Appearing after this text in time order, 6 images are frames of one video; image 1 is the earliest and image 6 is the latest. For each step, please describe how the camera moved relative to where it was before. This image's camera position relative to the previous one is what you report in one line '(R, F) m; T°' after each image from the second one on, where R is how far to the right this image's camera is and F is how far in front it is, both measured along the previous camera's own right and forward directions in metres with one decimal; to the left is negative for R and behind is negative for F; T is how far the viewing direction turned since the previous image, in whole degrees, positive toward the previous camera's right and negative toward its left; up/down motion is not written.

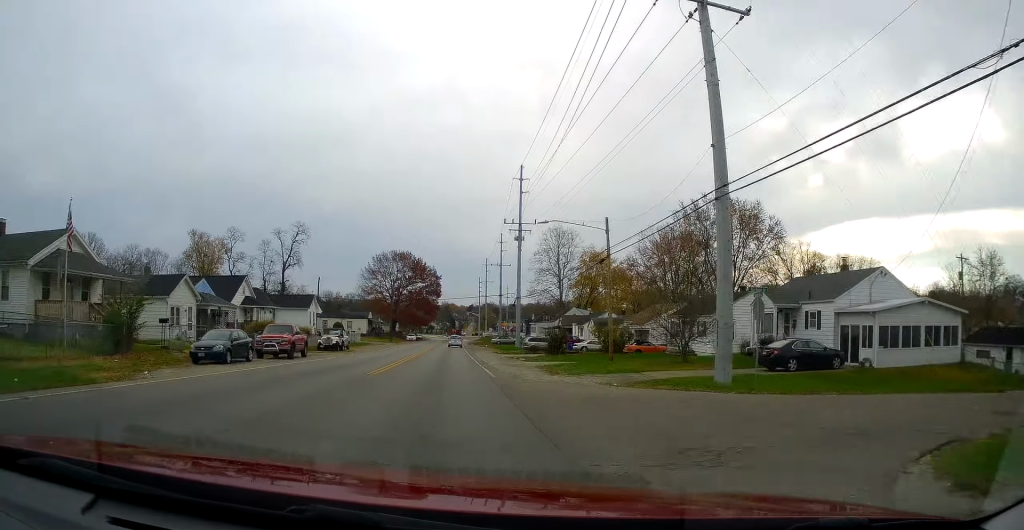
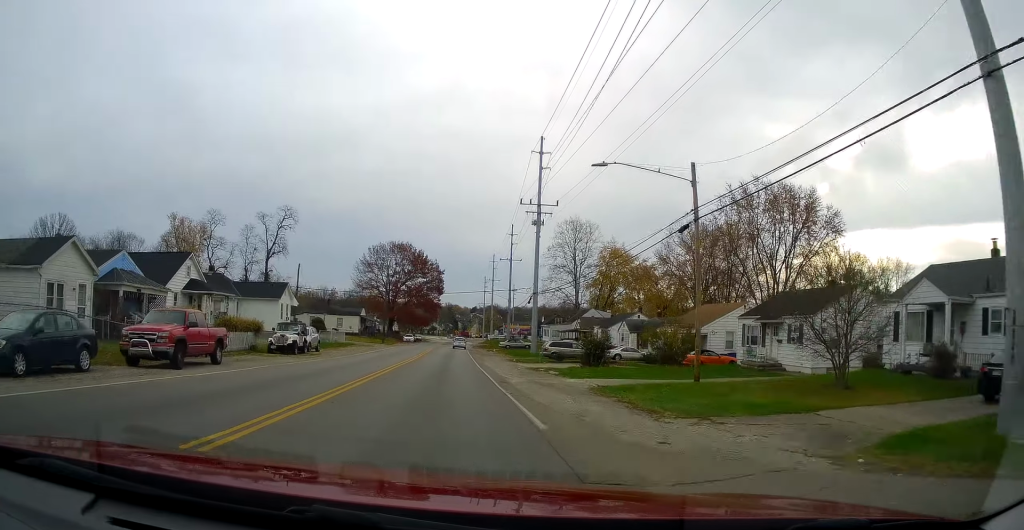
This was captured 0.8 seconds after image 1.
(+0.2, +13.0) m; +2°
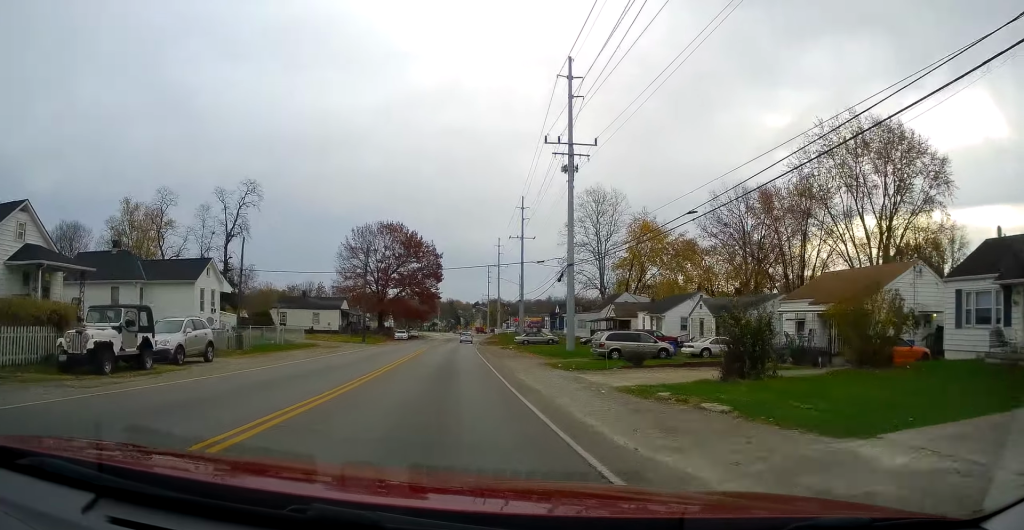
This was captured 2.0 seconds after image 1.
(+0.4, +19.4) m; +1°
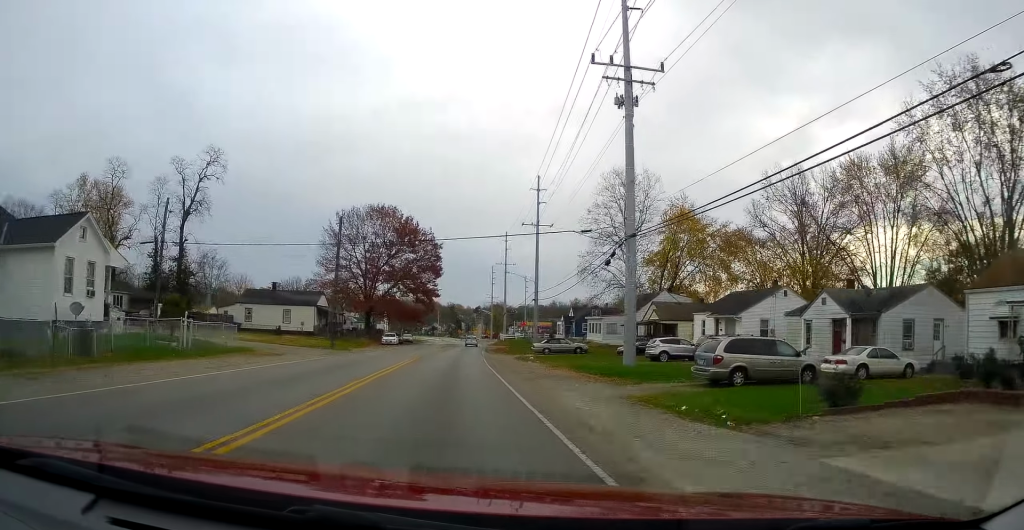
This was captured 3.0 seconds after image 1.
(0.0, +15.5) m; -1°
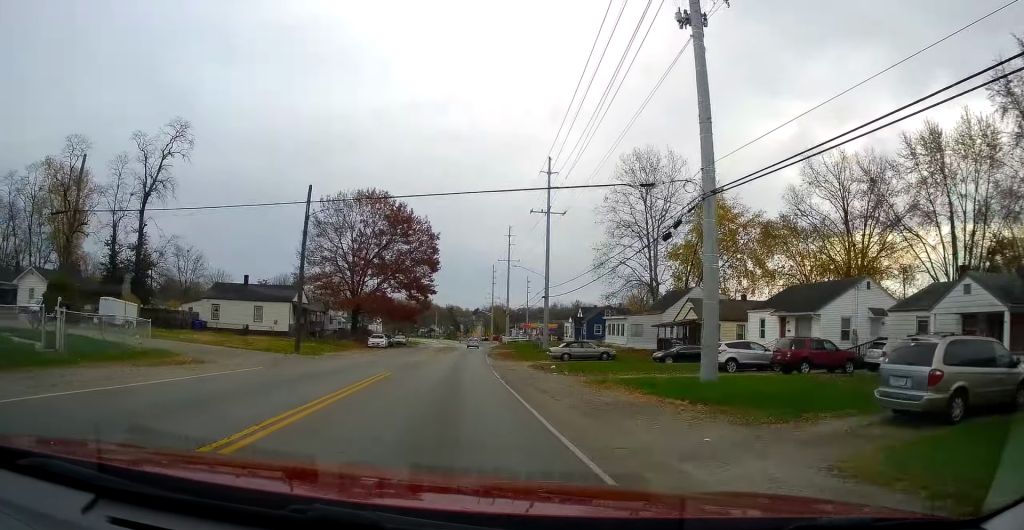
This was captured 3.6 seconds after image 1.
(-0.1, +10.1) m; -1°
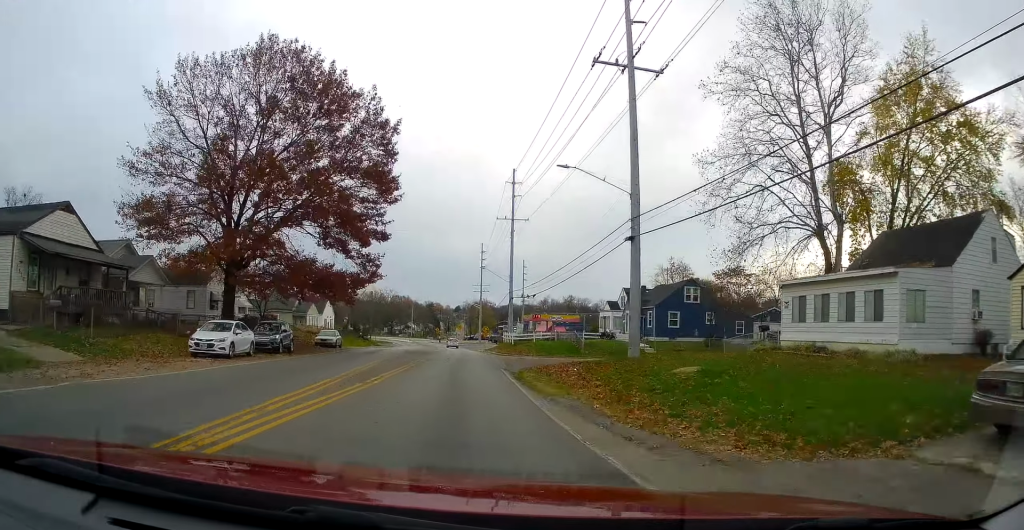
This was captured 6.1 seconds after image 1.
(+0.7, +39.7) m; +4°
